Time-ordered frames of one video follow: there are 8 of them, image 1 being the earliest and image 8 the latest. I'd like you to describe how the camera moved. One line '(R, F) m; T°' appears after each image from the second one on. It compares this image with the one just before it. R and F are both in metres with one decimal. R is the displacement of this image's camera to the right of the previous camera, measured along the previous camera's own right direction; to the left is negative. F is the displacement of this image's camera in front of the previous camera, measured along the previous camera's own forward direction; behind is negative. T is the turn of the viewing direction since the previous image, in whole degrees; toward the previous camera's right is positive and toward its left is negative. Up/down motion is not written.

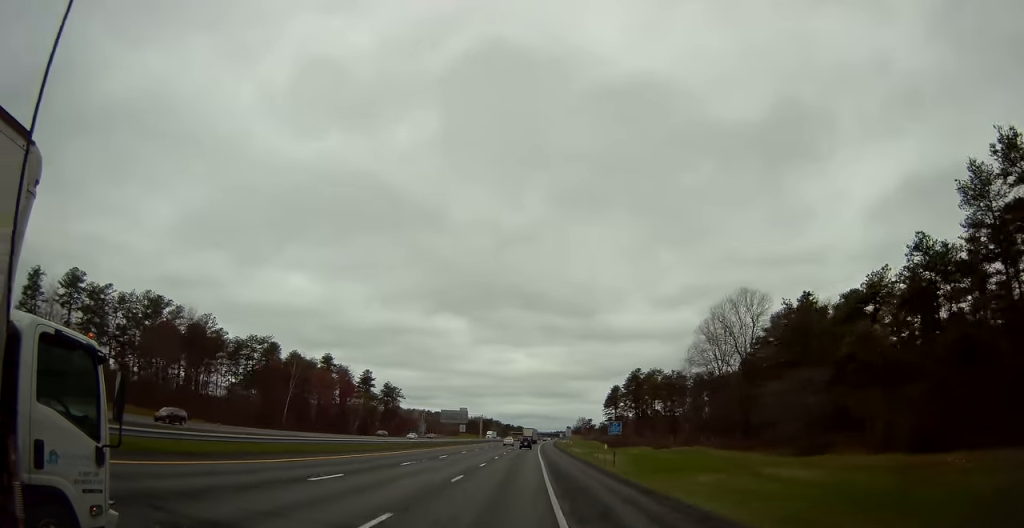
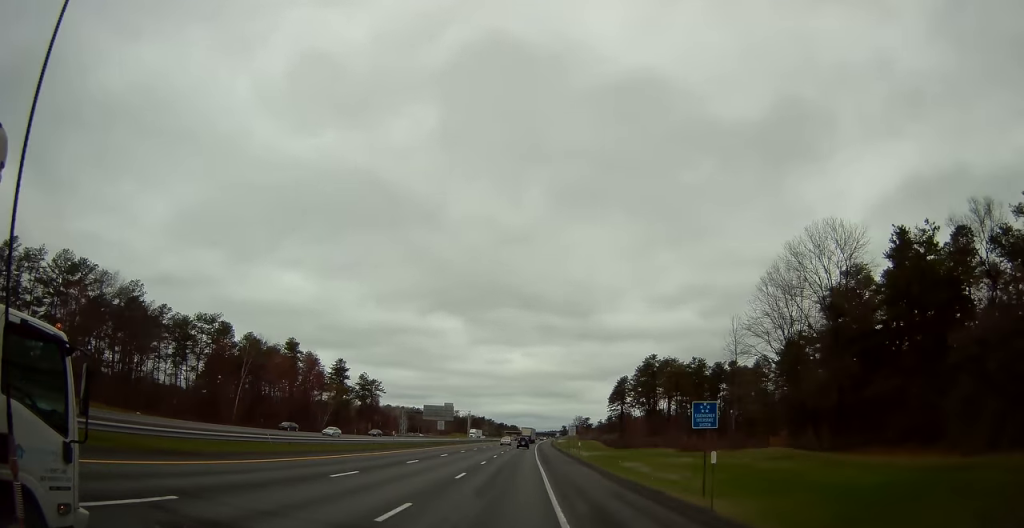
(+0.2, +22.6) m; 0°
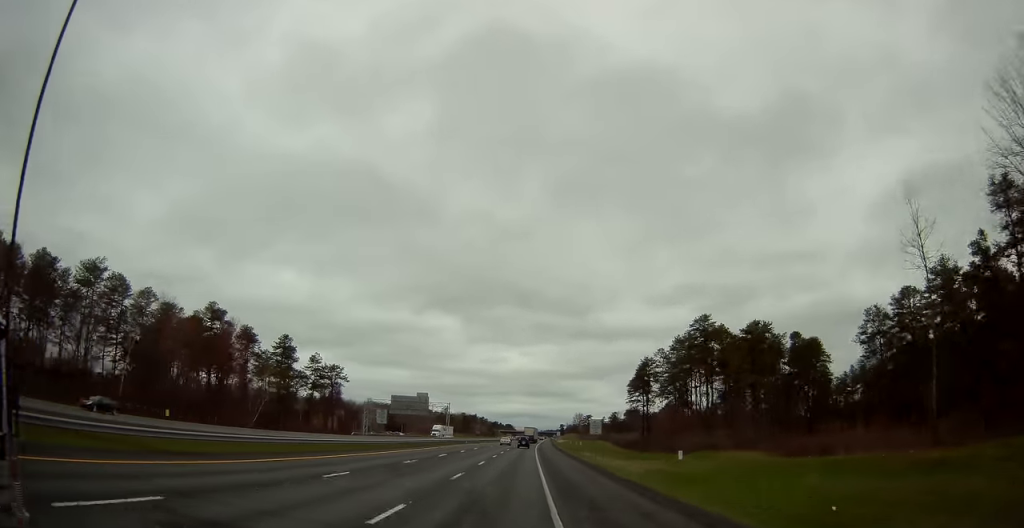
(0.0, +37.2) m; 0°
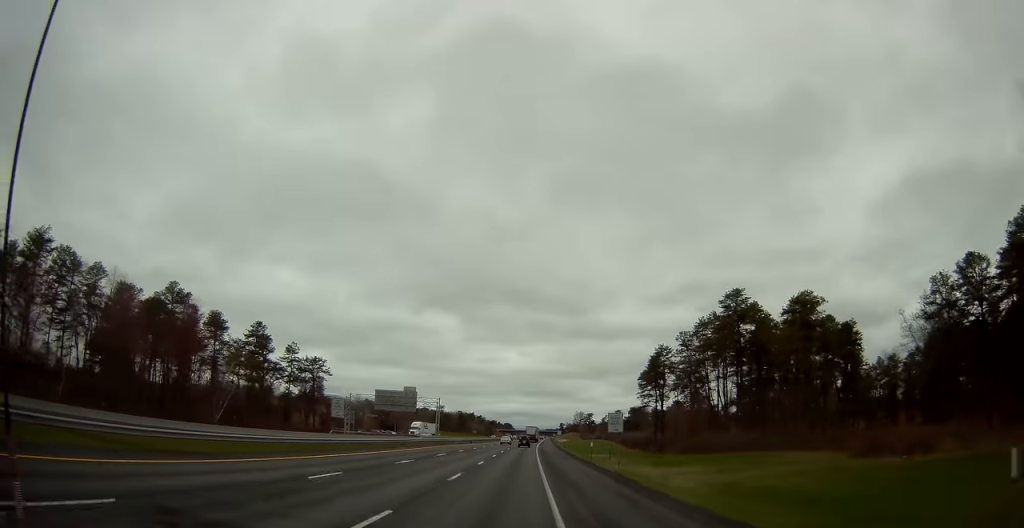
(0.0, +13.7) m; 0°
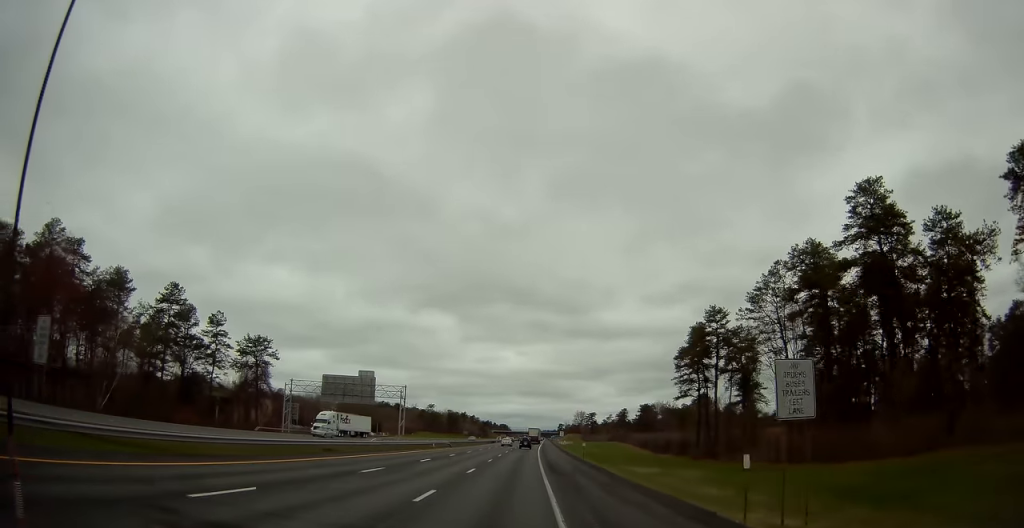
(+0.1, +31.3) m; 0°
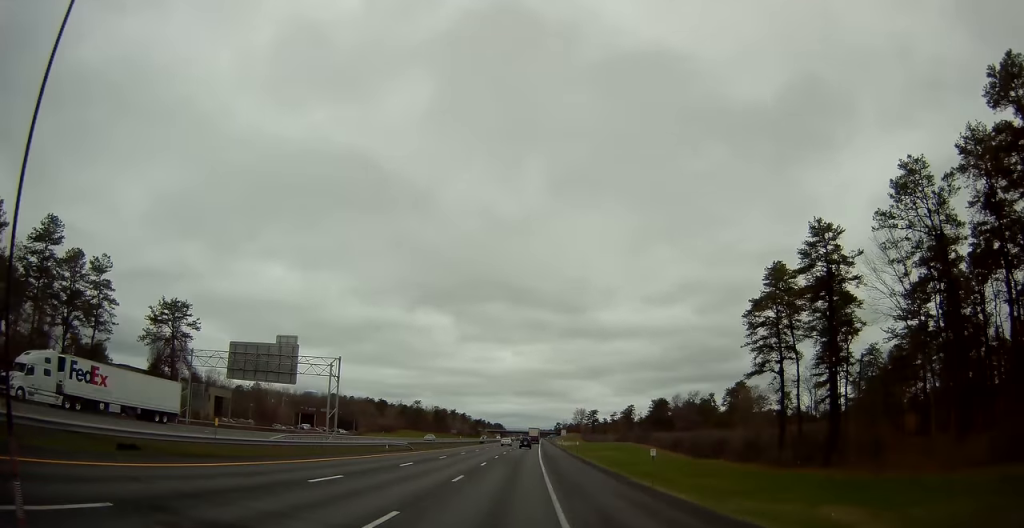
(0.0, +30.3) m; +1°
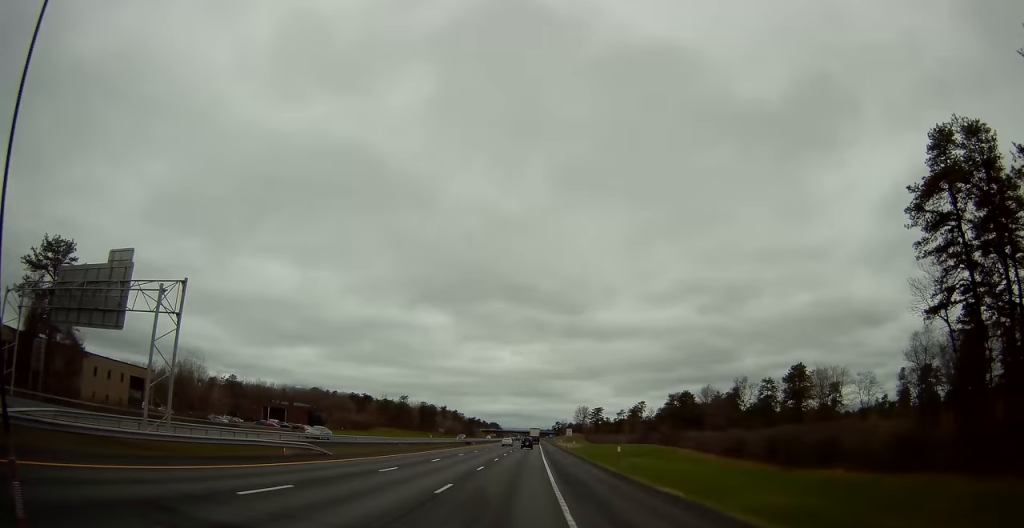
(+0.3, +29.4) m; 0°
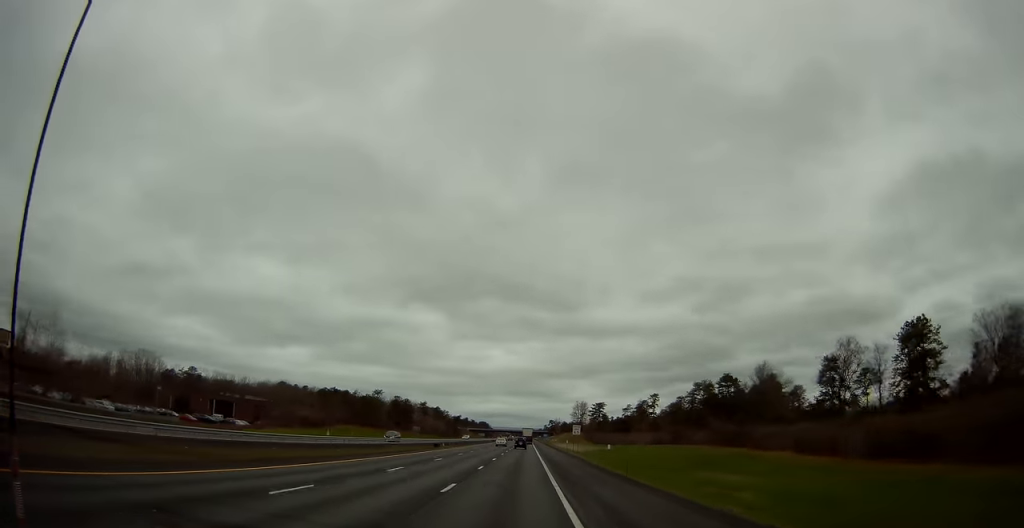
(-0.1, +36.2) m; +1°
